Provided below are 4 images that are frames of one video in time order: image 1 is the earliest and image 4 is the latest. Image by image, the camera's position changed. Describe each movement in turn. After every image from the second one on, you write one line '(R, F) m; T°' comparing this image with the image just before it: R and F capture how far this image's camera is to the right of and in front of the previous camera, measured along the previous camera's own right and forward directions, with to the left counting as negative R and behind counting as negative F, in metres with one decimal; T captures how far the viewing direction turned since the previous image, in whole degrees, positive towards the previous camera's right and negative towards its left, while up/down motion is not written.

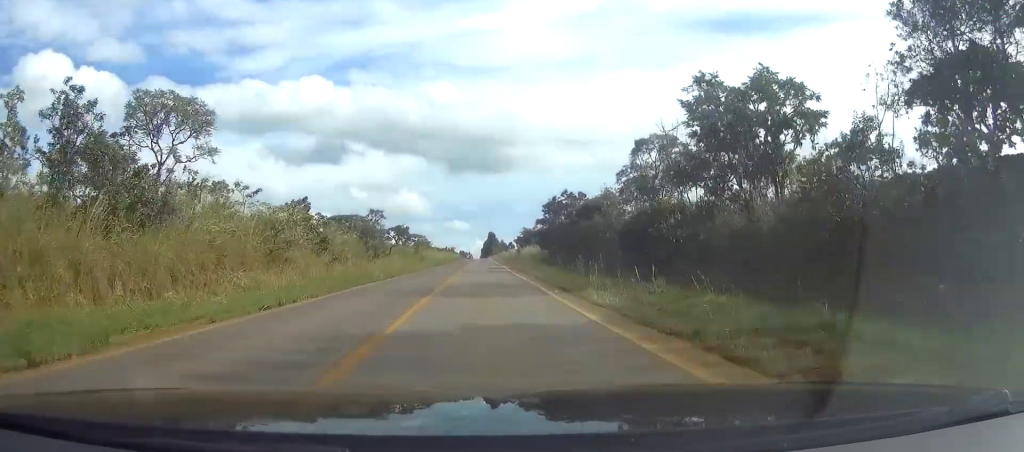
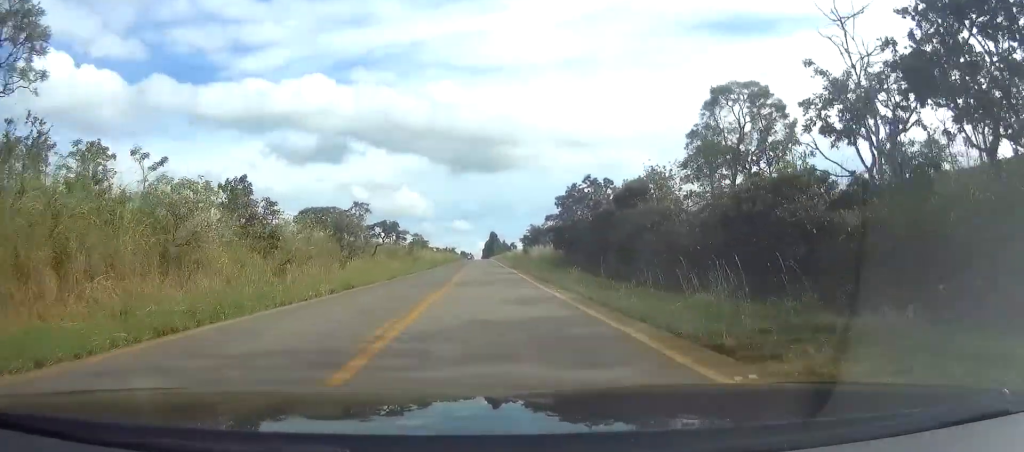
(0.0, +15.2) m; 0°
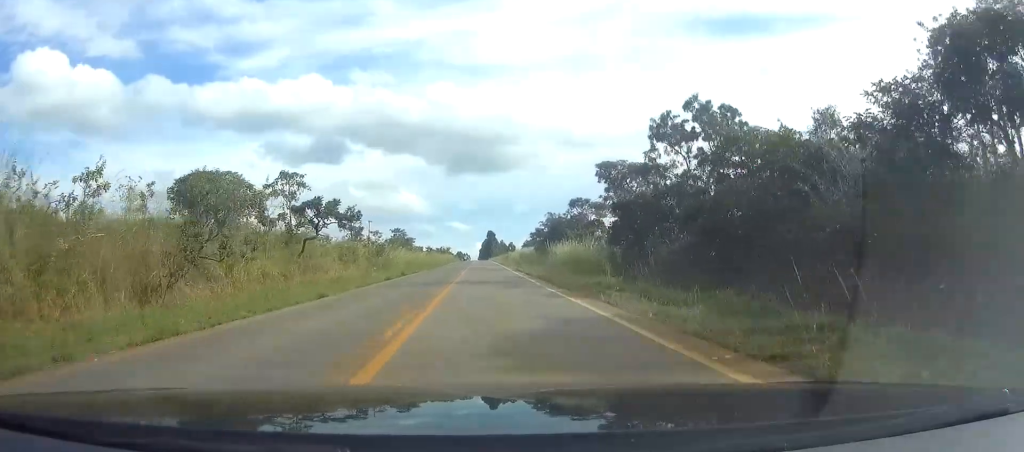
(0.0, +32.9) m; 0°
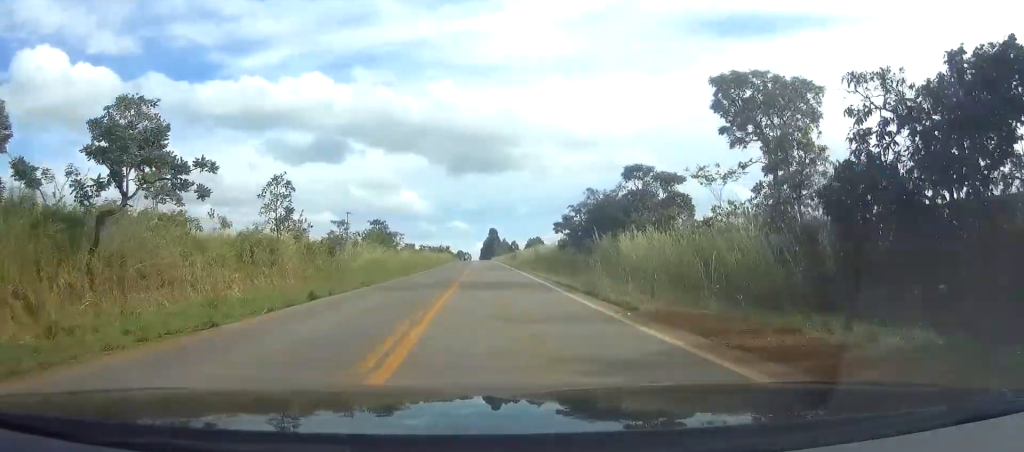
(0.0, +28.3) m; 0°
